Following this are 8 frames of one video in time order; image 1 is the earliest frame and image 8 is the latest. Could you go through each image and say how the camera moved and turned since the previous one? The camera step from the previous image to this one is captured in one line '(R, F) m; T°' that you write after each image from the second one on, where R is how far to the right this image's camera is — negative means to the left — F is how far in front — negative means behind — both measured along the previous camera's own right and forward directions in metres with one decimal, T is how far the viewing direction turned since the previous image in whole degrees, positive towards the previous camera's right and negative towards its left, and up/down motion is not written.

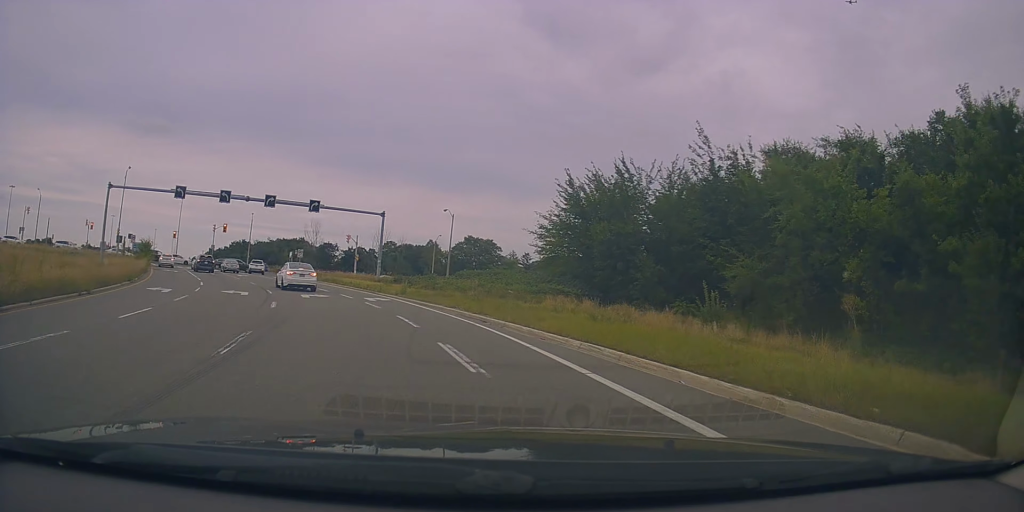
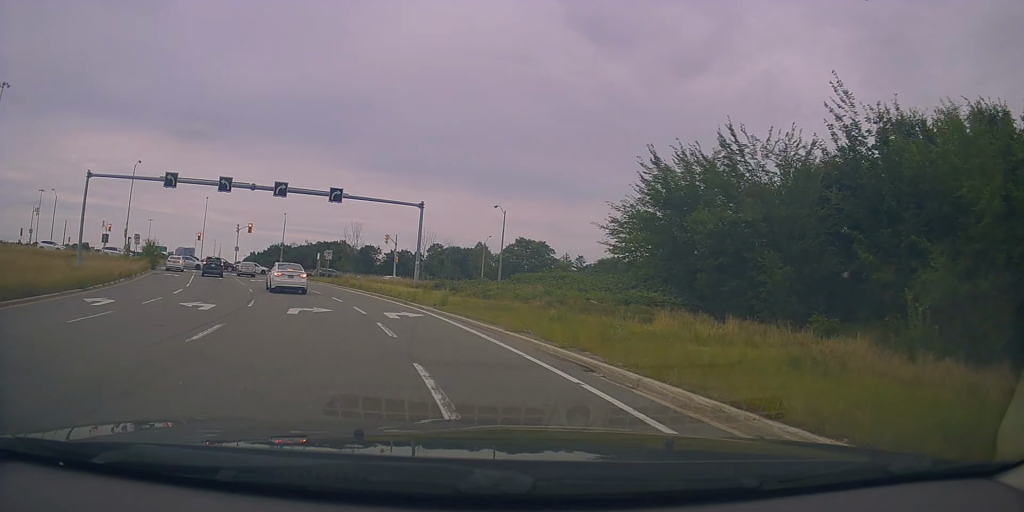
(+0.1, +8.3) m; -4°
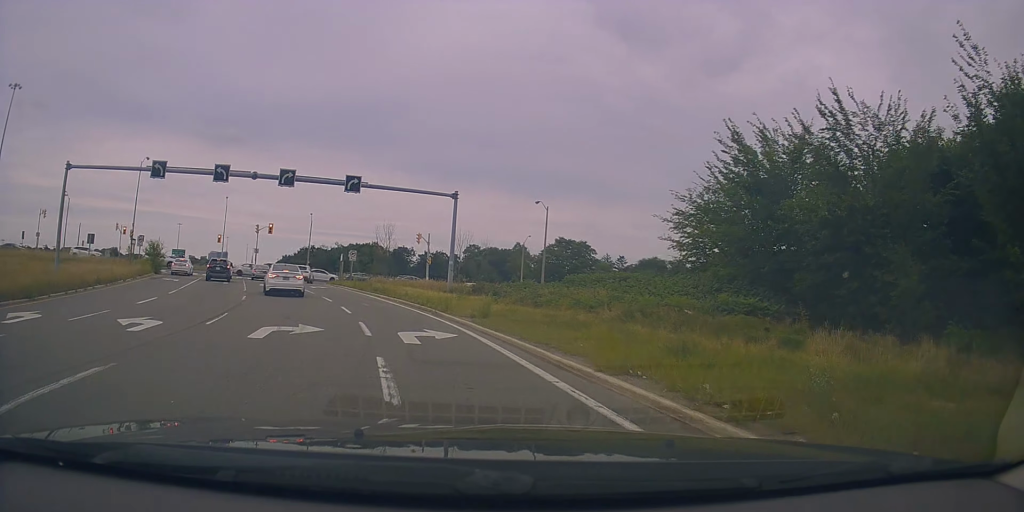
(-0.4, +5.5) m; -5°
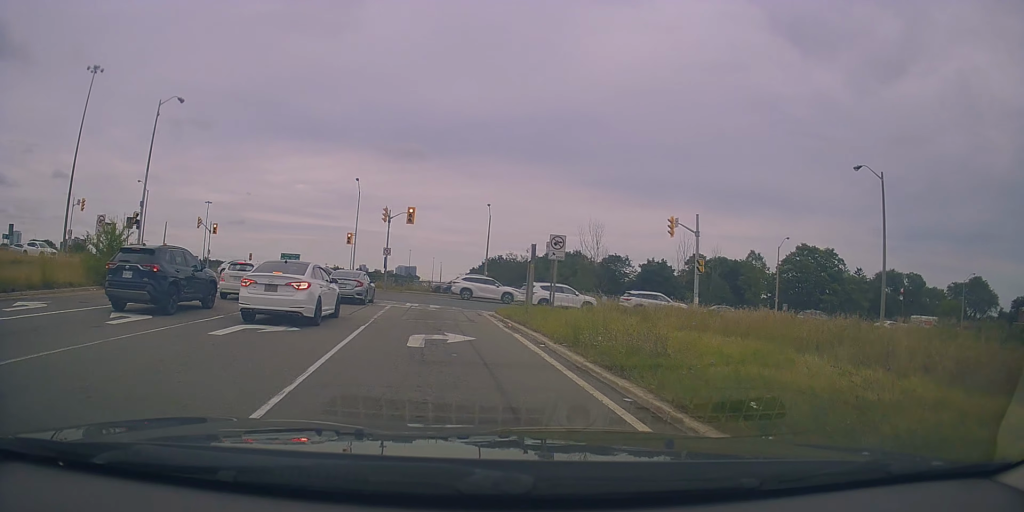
(-7.3, +27.5) m; -20°
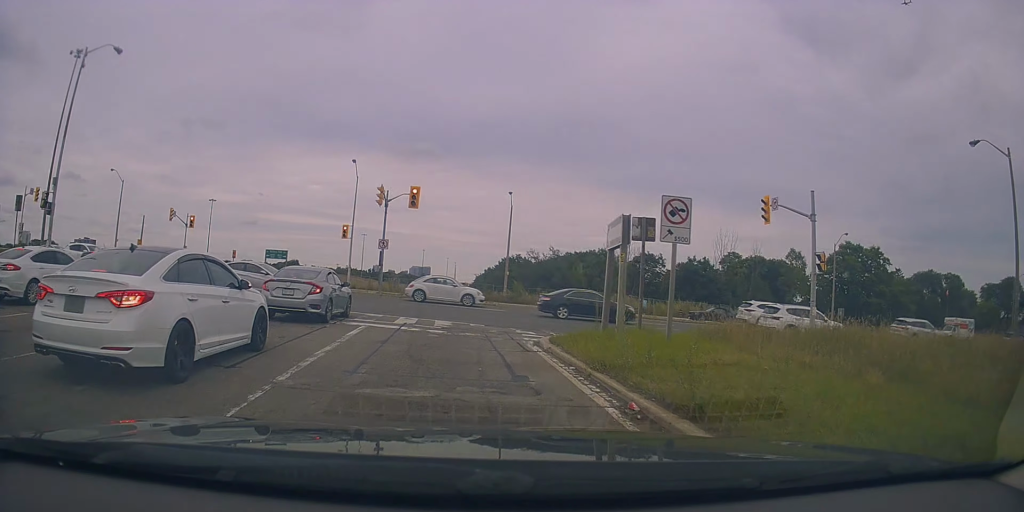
(+0.9, +10.1) m; +1°
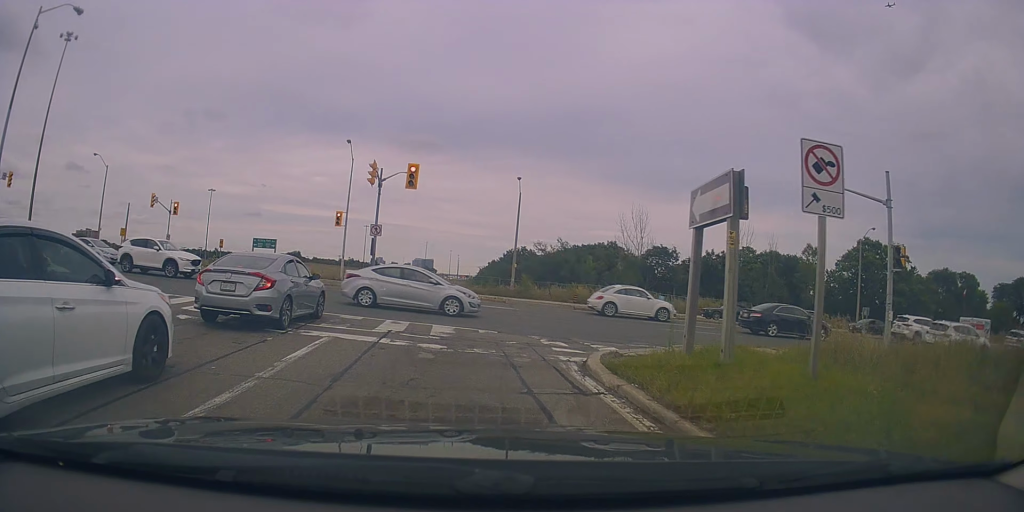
(-0.2, +5.0) m; -4°
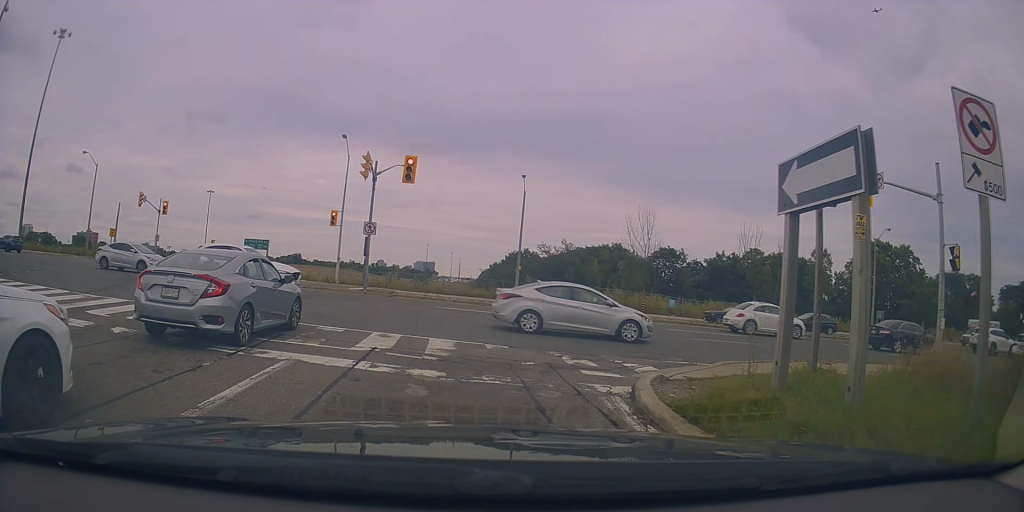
(-0.1, +2.4) m; -2°
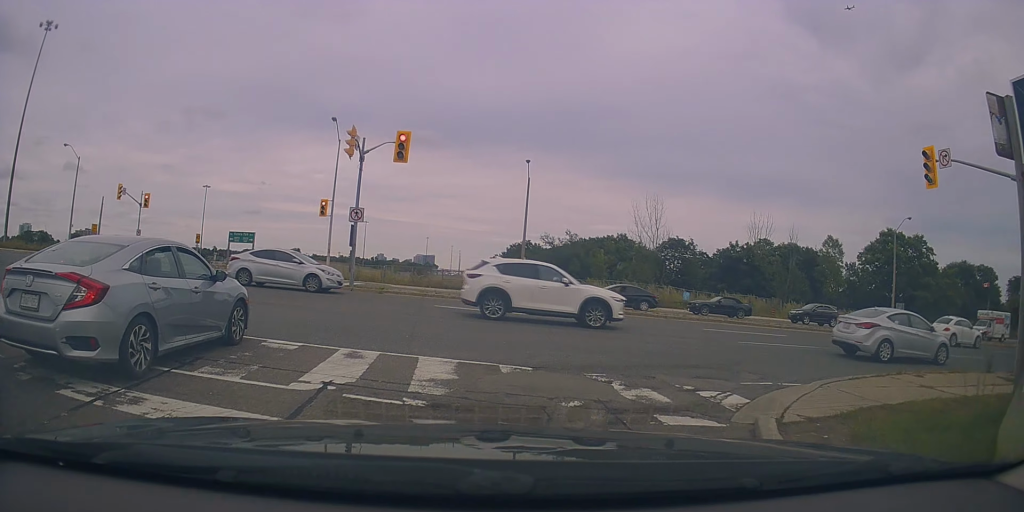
(-0.1, +3.9) m; -3°
